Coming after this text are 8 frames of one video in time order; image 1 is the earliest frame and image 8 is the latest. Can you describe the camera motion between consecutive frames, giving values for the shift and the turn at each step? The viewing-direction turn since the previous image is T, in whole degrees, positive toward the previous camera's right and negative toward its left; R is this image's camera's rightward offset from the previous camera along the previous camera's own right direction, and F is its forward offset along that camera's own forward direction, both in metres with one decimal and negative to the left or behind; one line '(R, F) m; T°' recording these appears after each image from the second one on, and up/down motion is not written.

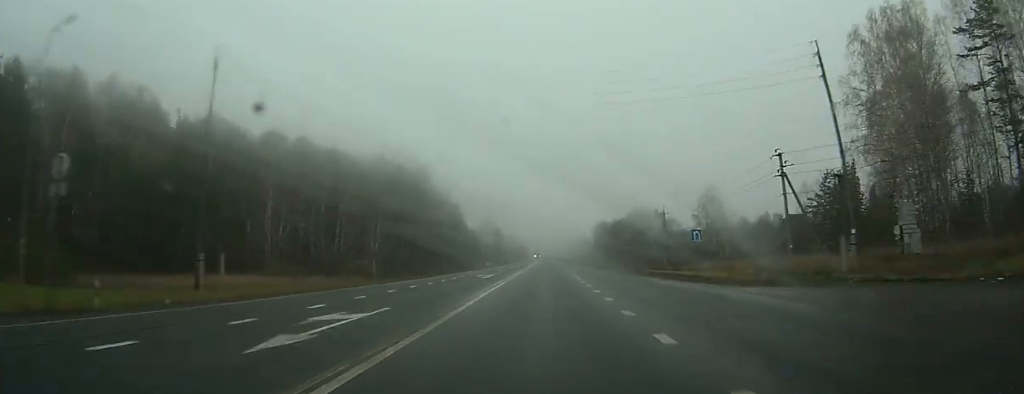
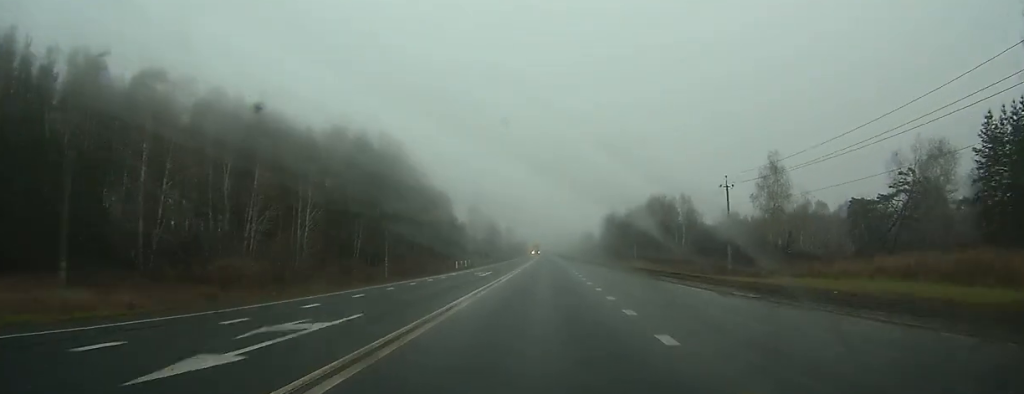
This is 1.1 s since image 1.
(0.0, +32.0) m; 0°
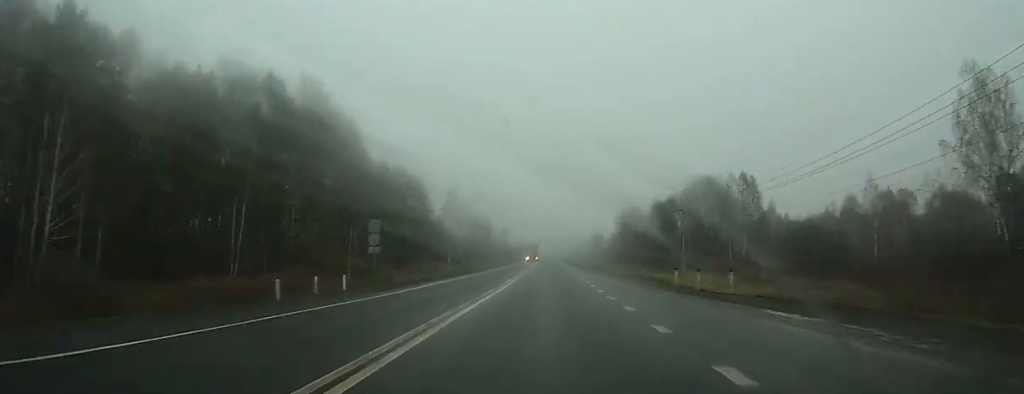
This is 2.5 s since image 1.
(0.0, +42.2) m; 0°
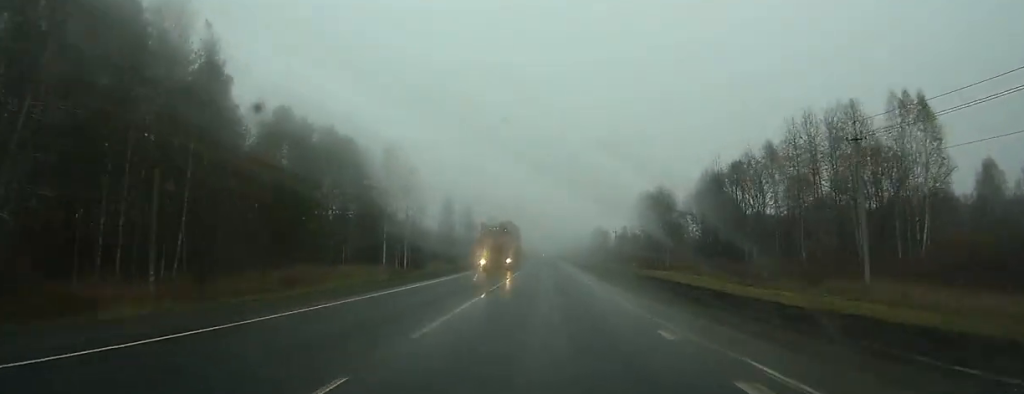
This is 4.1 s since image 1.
(0.0, +48.7) m; 0°
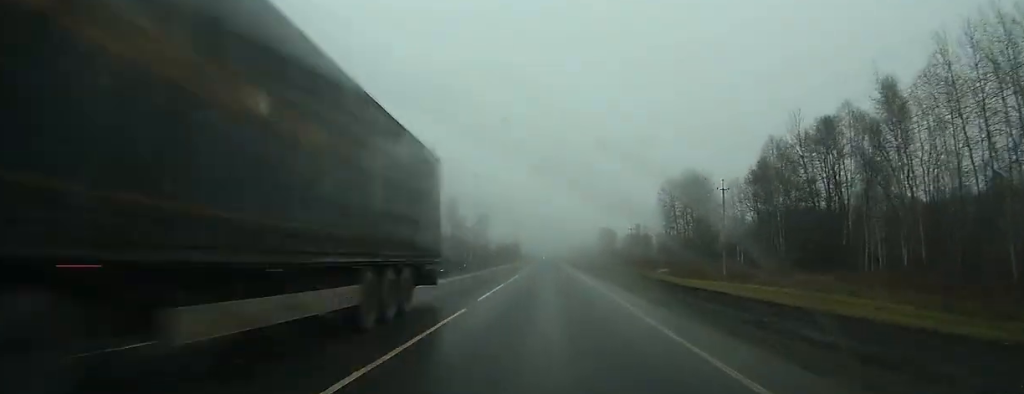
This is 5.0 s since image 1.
(0.0, +28.5) m; 0°
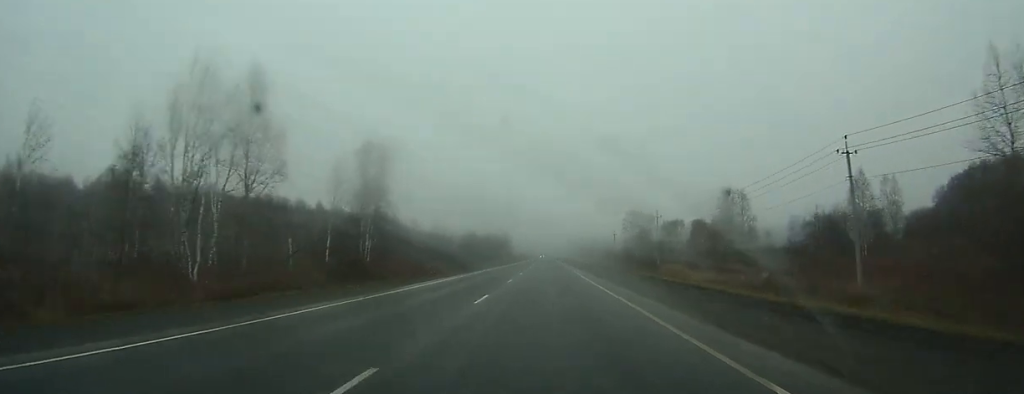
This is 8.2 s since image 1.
(+0.2, +98.8) m; 0°
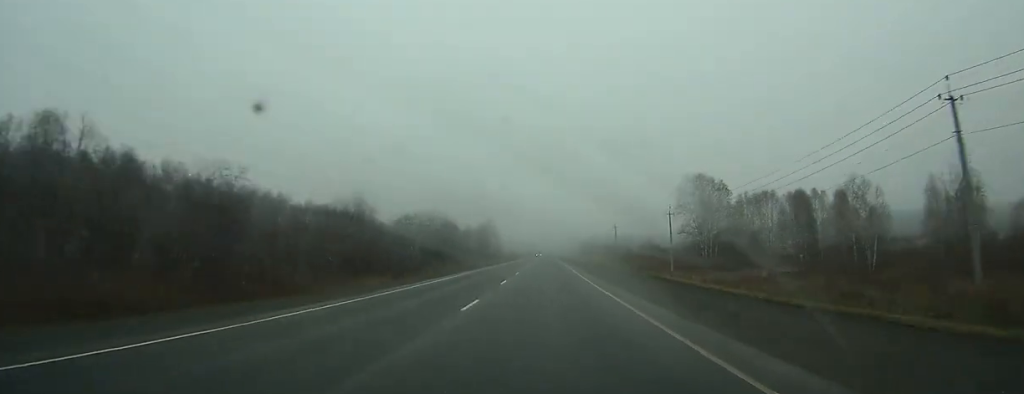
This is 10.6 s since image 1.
(+0.1, +74.7) m; 0°
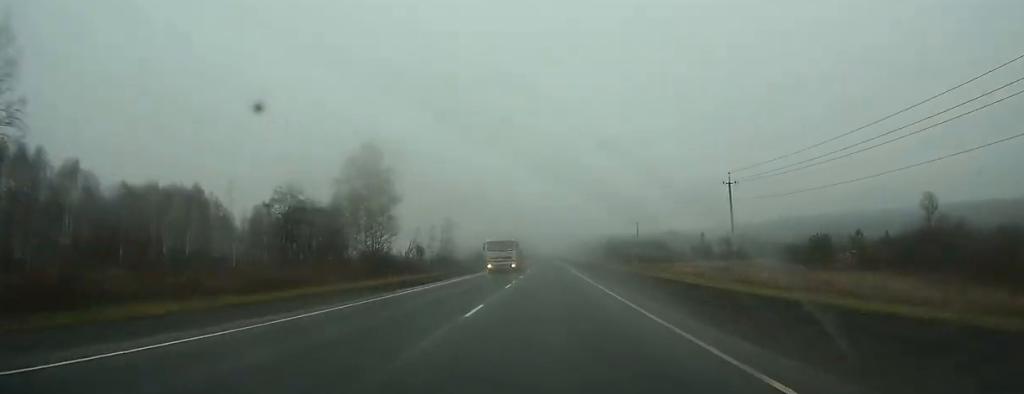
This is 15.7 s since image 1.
(-0.9, +158.9) m; -1°
